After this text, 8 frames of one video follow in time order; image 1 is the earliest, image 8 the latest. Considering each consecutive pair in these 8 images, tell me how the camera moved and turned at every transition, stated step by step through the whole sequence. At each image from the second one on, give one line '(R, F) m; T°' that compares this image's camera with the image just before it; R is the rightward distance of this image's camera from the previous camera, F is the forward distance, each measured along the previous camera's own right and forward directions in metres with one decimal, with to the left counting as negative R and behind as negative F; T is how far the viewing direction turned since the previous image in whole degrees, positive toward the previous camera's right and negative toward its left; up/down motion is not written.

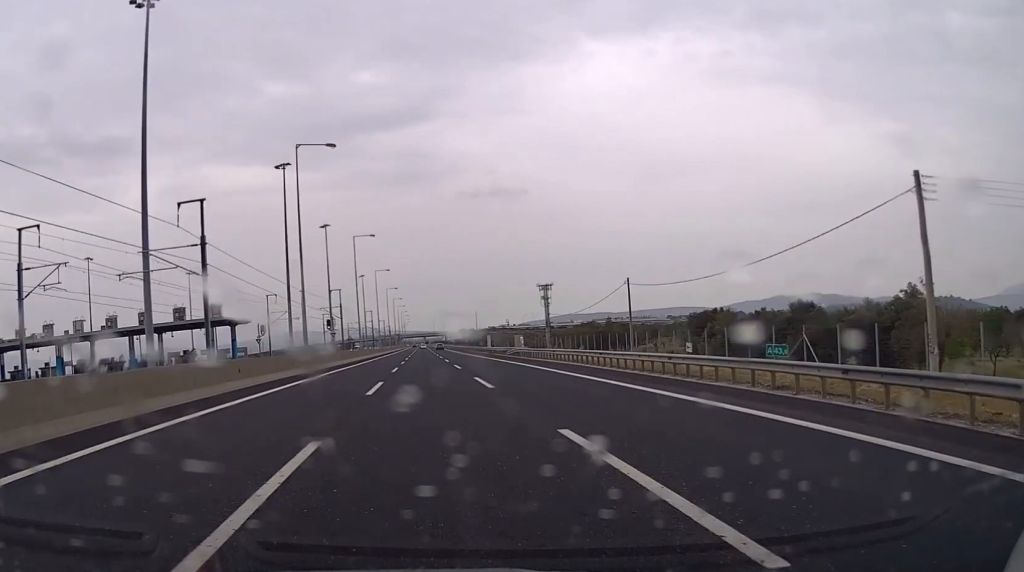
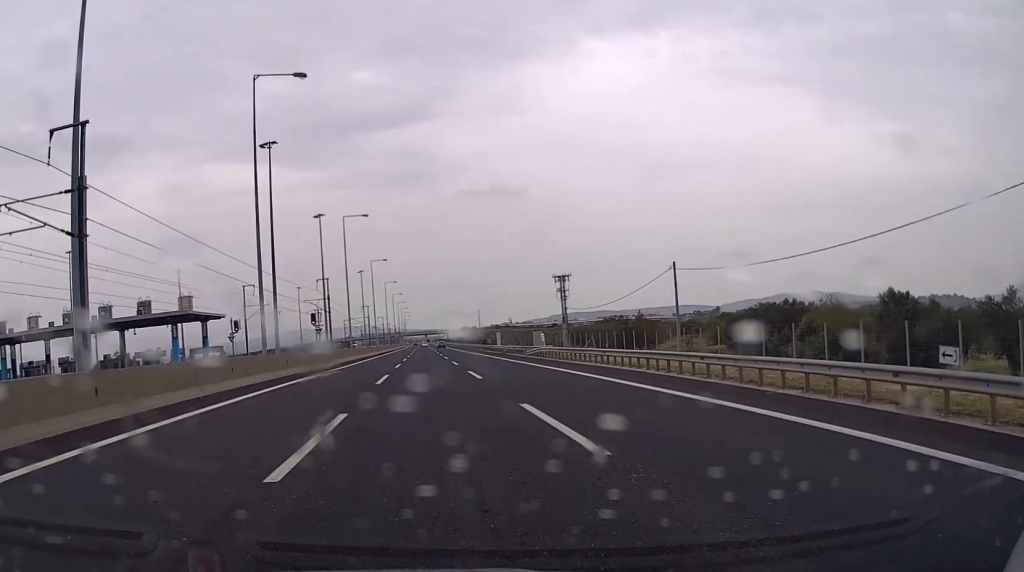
(0.0, +12.9) m; 0°
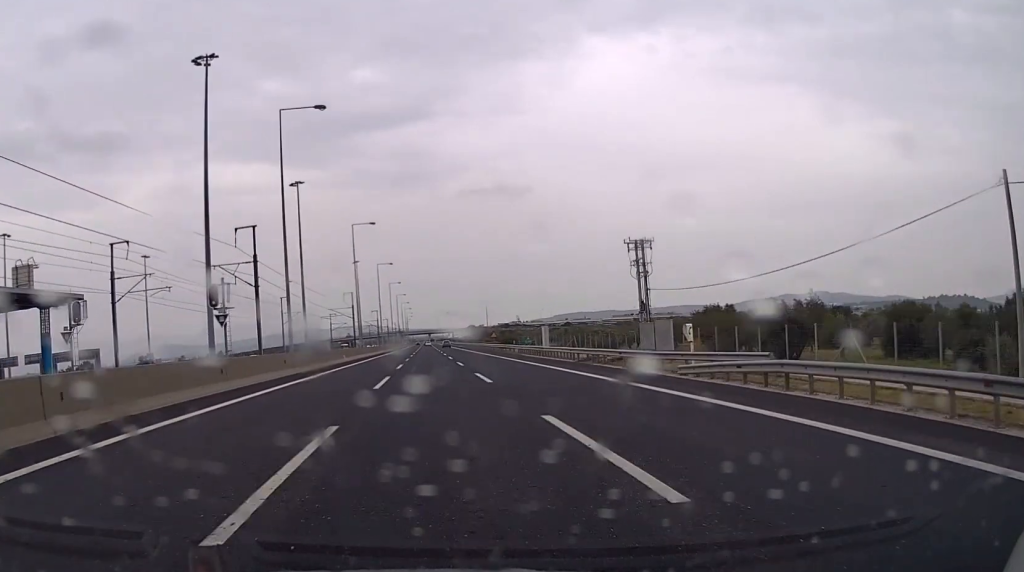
(+0.1, +40.8) m; 0°
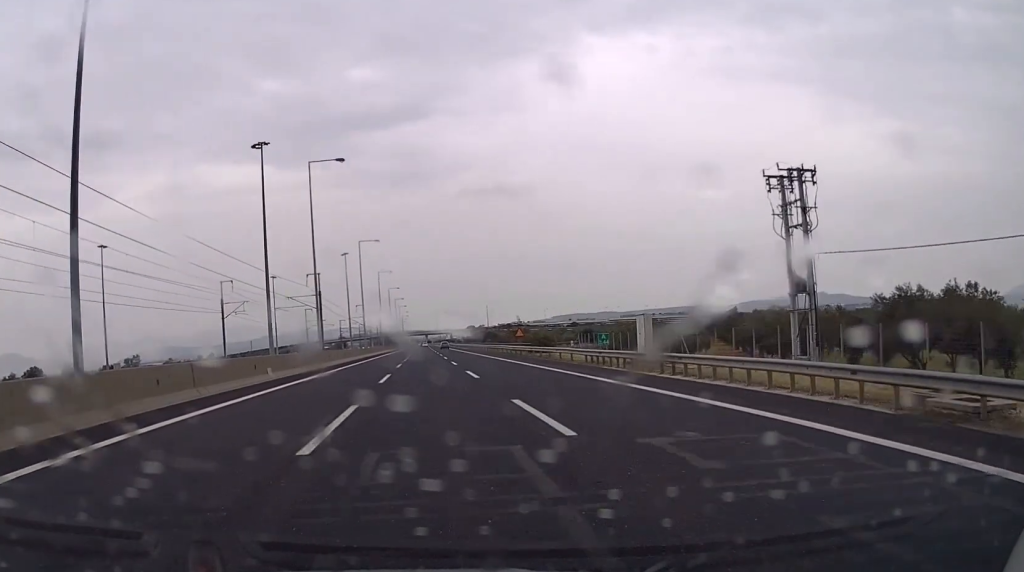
(-0.1, +31.9) m; 0°
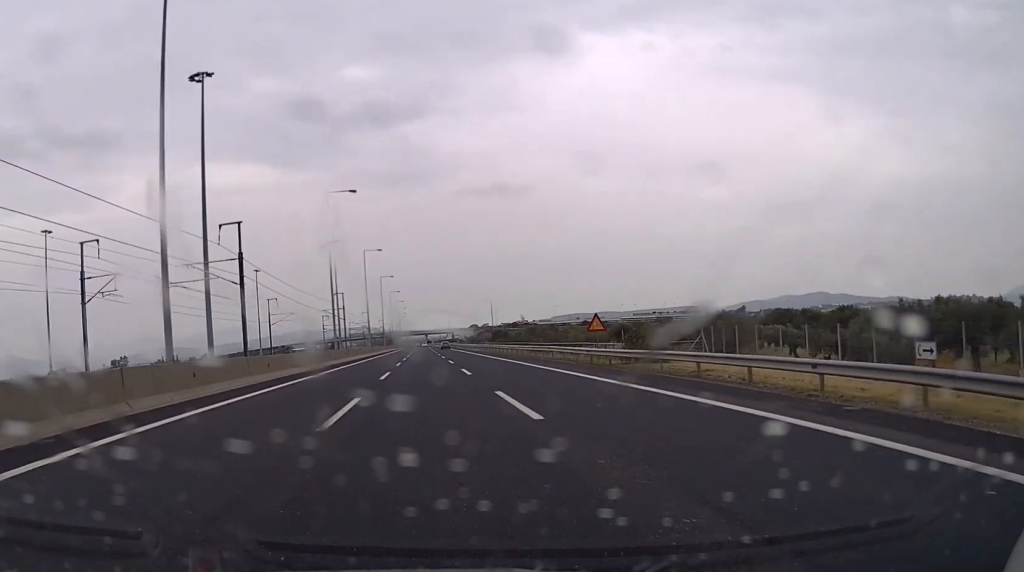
(0.0, +33.8) m; 0°
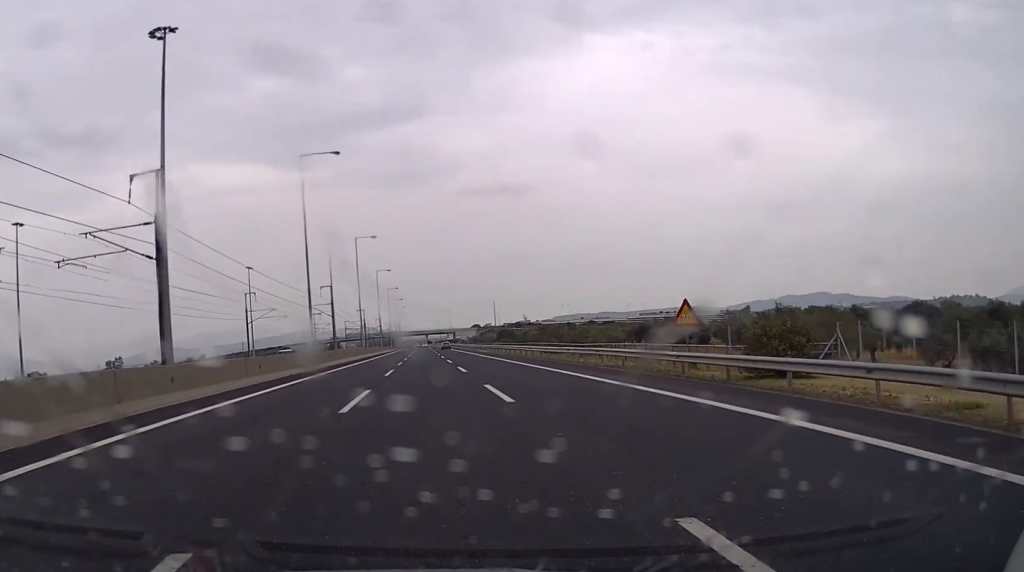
(0.0, +14.9) m; 0°
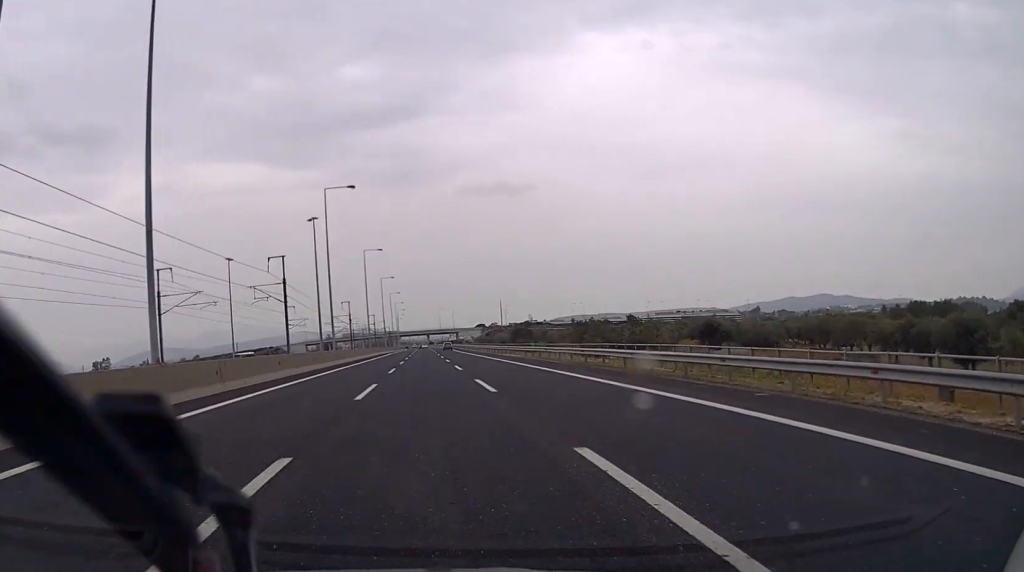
(+0.1, +31.7) m; 0°
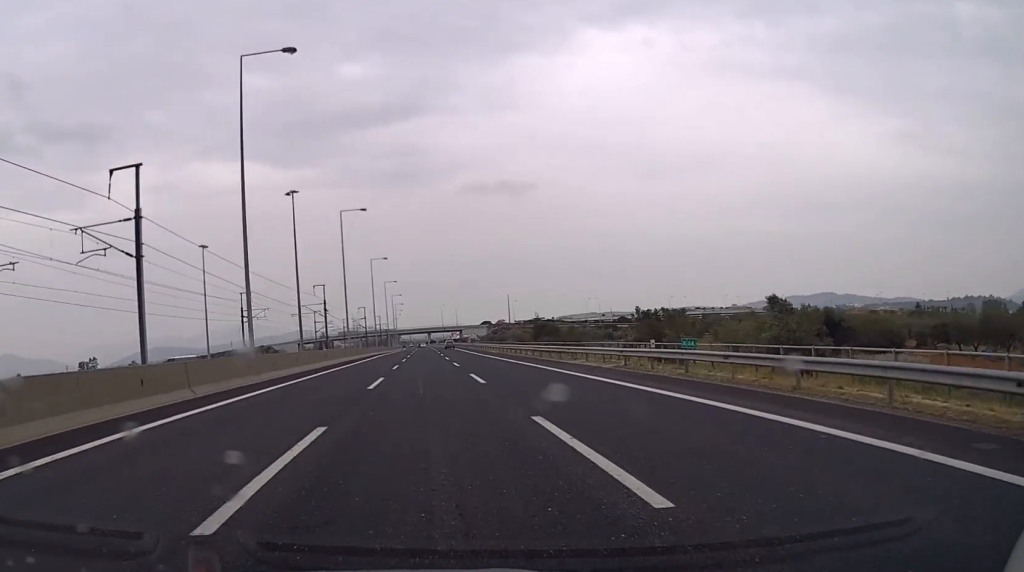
(-0.1, +32.8) m; 0°
